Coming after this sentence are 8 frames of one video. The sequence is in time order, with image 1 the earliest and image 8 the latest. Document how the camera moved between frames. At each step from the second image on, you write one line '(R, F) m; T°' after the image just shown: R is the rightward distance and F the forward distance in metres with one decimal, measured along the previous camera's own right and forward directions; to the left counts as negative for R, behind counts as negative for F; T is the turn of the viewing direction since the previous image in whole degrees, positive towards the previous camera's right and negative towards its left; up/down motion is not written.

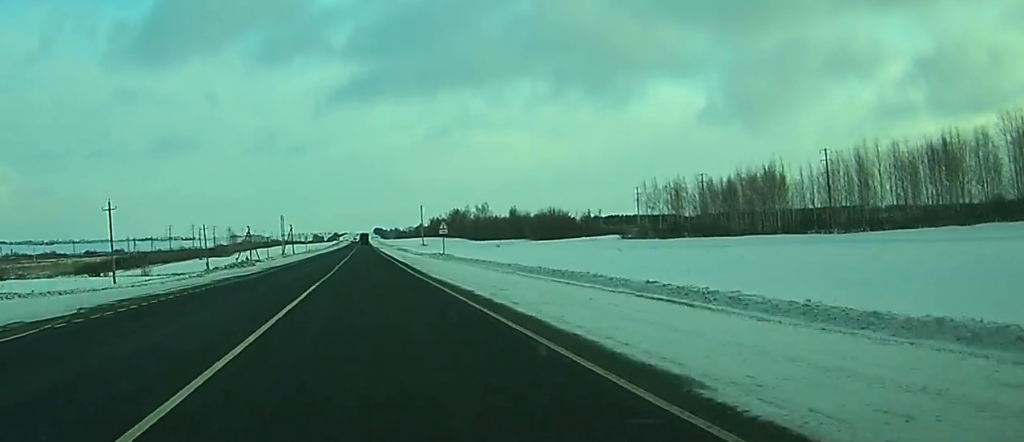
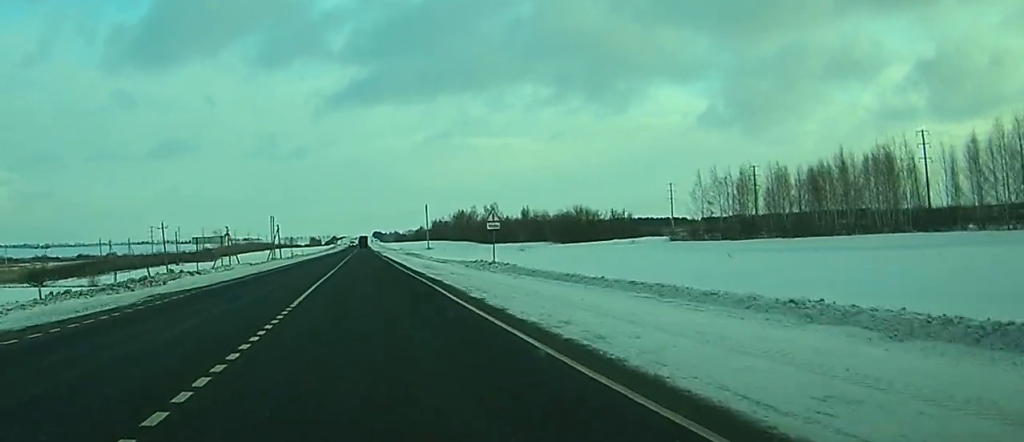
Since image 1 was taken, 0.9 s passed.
(-0.1, +30.3) m; 0°
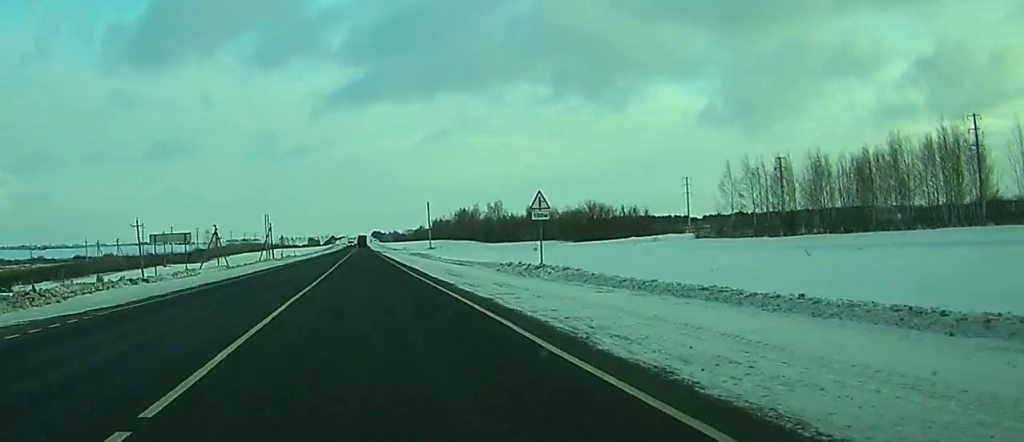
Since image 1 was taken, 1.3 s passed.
(0.0, +12.9) m; 0°
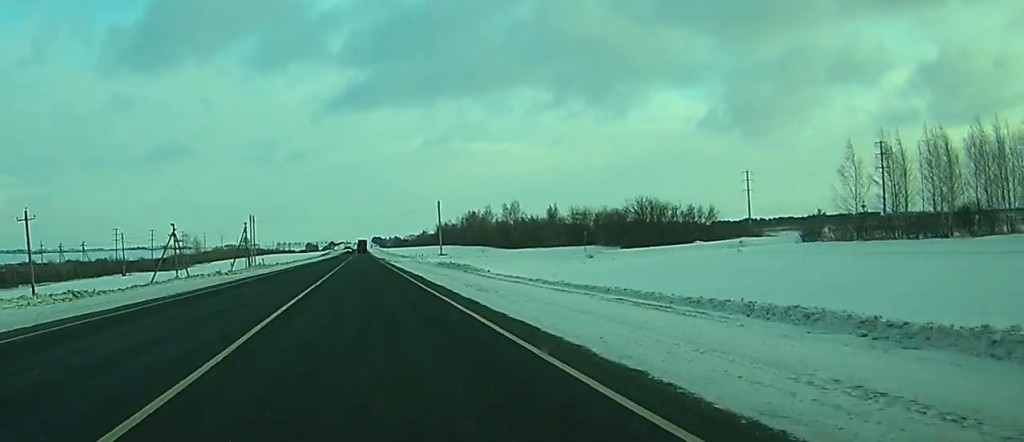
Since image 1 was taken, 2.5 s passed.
(+0.1, +36.3) m; 0°
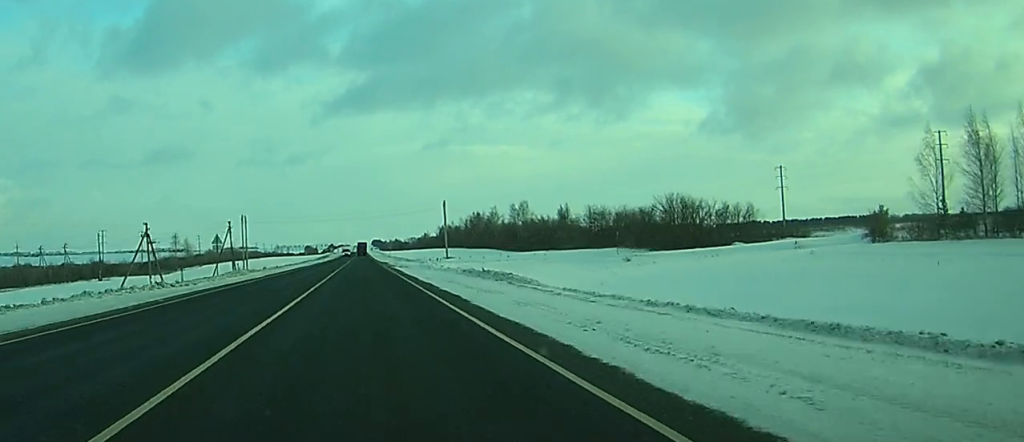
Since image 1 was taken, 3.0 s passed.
(0.0, +15.9) m; 0°
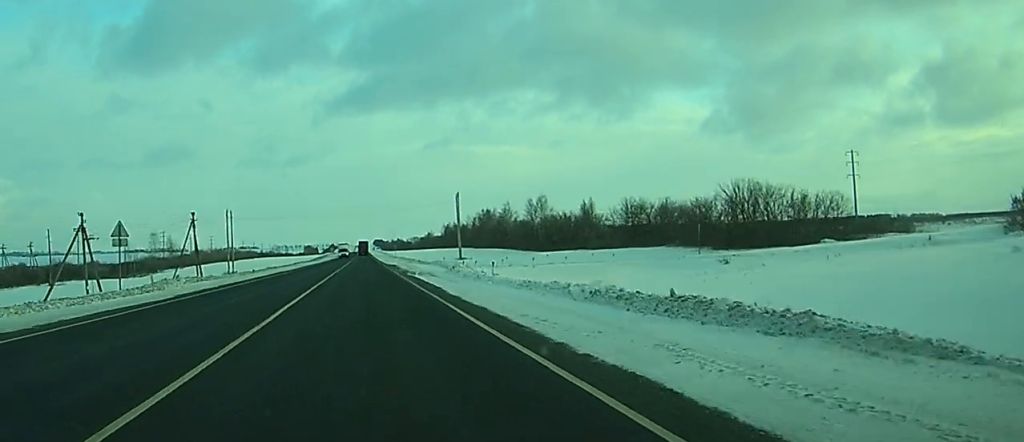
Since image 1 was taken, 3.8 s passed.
(0.0, +26.4) m; 0°
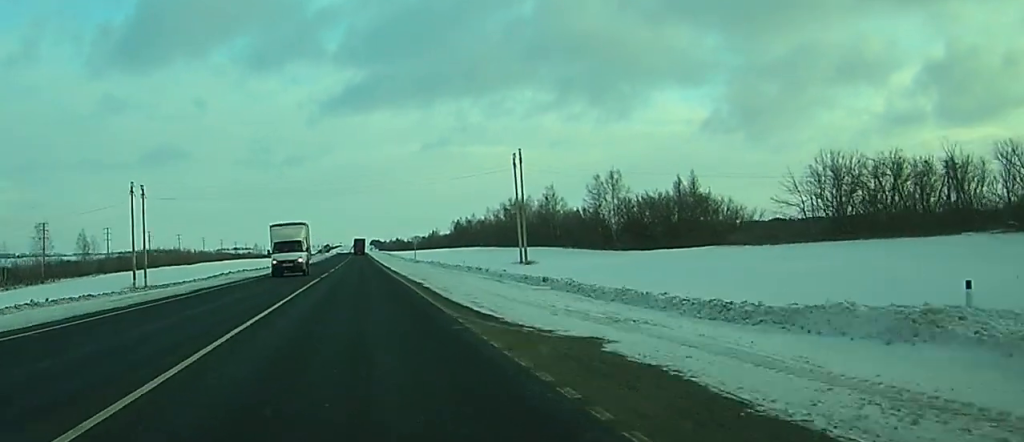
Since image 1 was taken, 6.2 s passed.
(0.0, +76.6) m; 0°
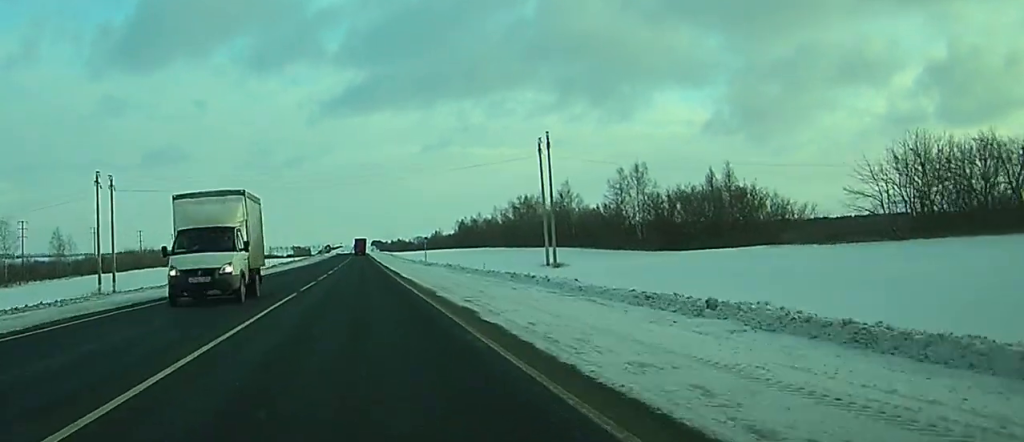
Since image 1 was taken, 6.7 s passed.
(0.0, +15.7) m; 0°
